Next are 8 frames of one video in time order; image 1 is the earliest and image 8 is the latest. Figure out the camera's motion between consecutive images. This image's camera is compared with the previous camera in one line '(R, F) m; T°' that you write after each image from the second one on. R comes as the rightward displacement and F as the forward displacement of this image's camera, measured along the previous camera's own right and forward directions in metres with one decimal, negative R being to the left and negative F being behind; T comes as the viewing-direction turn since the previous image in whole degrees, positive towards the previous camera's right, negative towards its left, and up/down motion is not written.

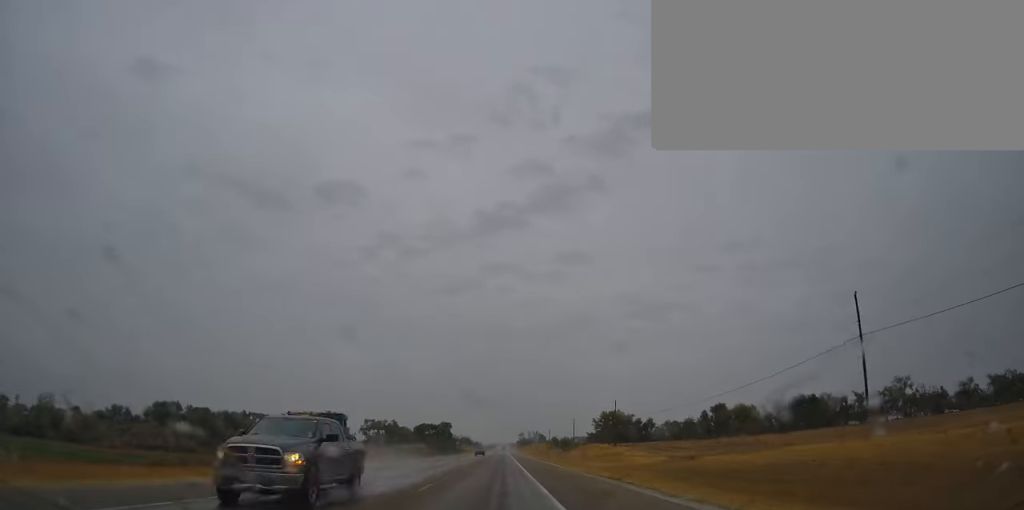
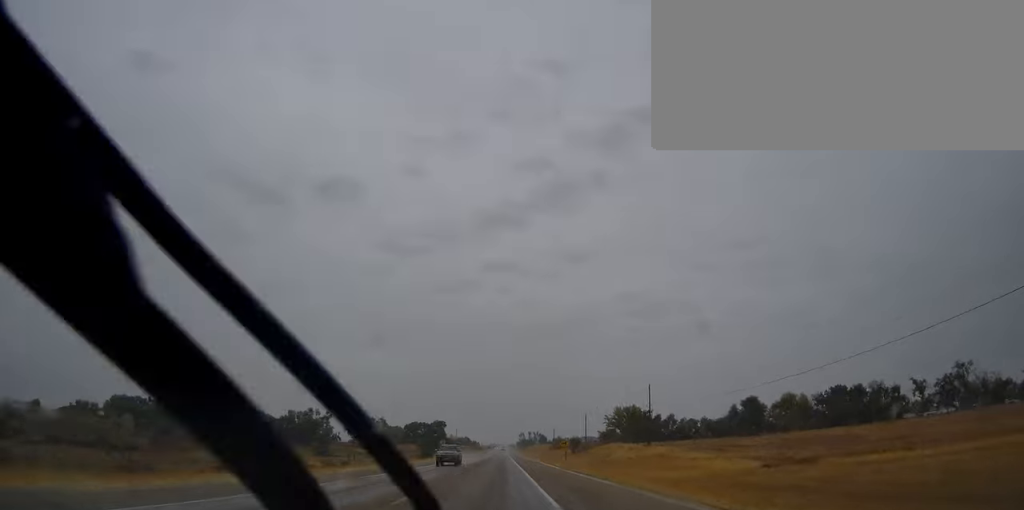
(-0.5, +34.7) m; 0°
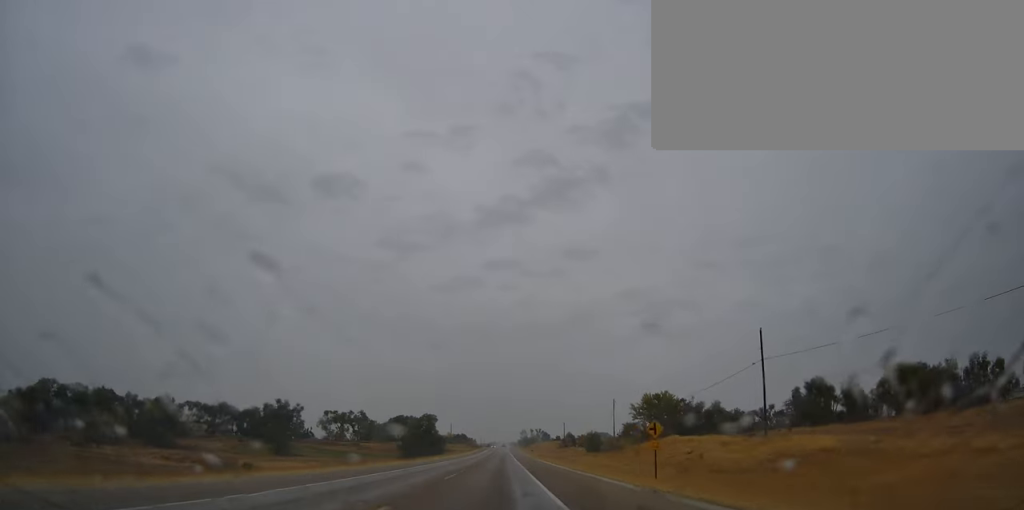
(+0.6, +49.9) m; 0°
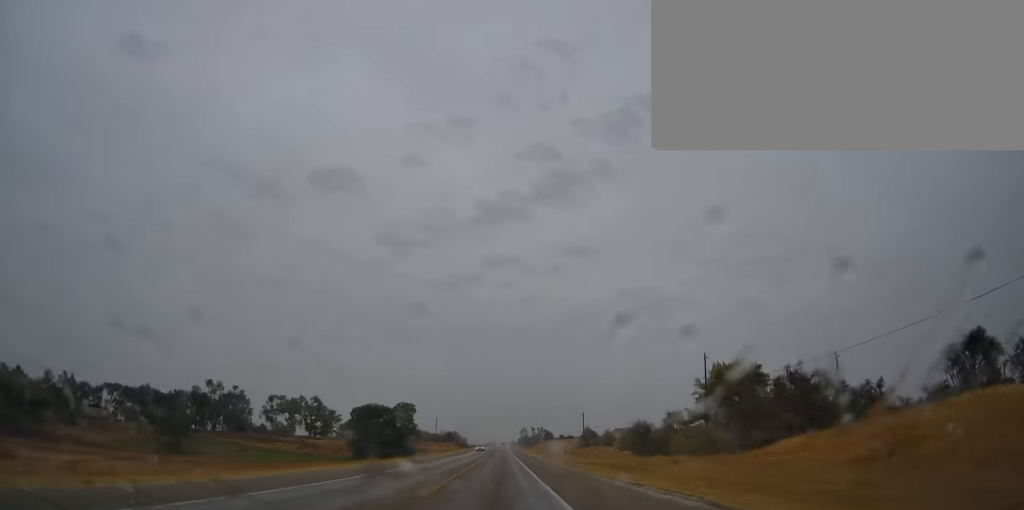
(-0.2, +69.1) m; 0°
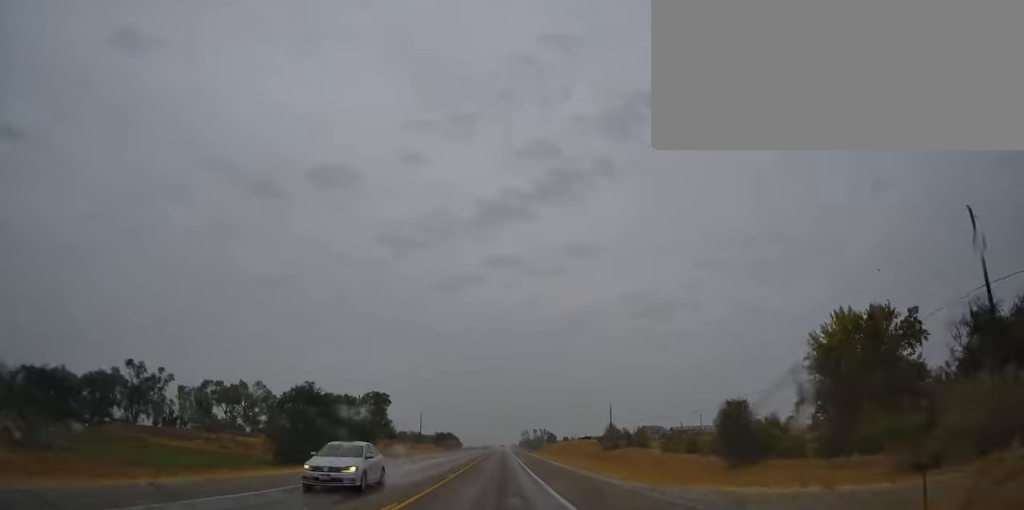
(+0.4, +51.9) m; 0°
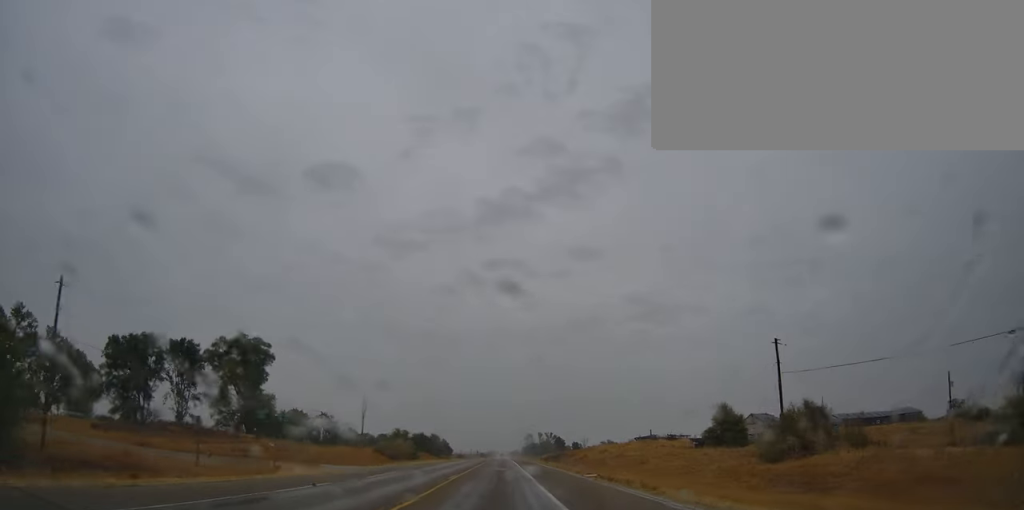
(-0.3, +94.3) m; 0°
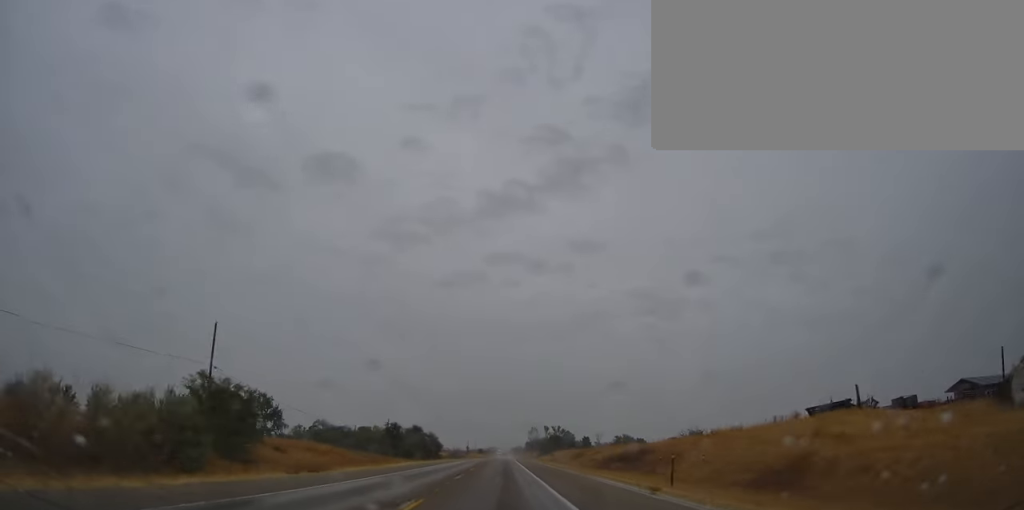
(+0.5, +73.3) m; 0°
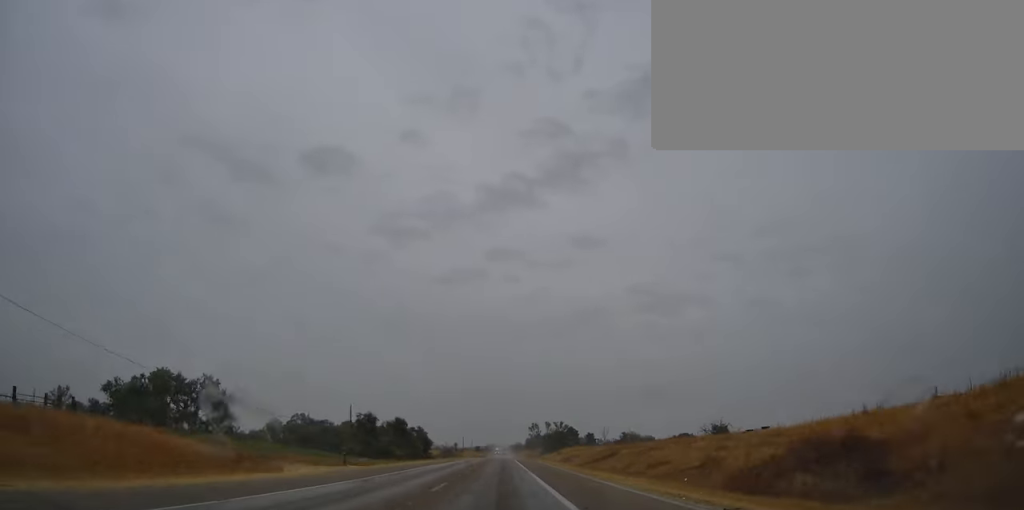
(-0.2, +38.7) m; 0°
